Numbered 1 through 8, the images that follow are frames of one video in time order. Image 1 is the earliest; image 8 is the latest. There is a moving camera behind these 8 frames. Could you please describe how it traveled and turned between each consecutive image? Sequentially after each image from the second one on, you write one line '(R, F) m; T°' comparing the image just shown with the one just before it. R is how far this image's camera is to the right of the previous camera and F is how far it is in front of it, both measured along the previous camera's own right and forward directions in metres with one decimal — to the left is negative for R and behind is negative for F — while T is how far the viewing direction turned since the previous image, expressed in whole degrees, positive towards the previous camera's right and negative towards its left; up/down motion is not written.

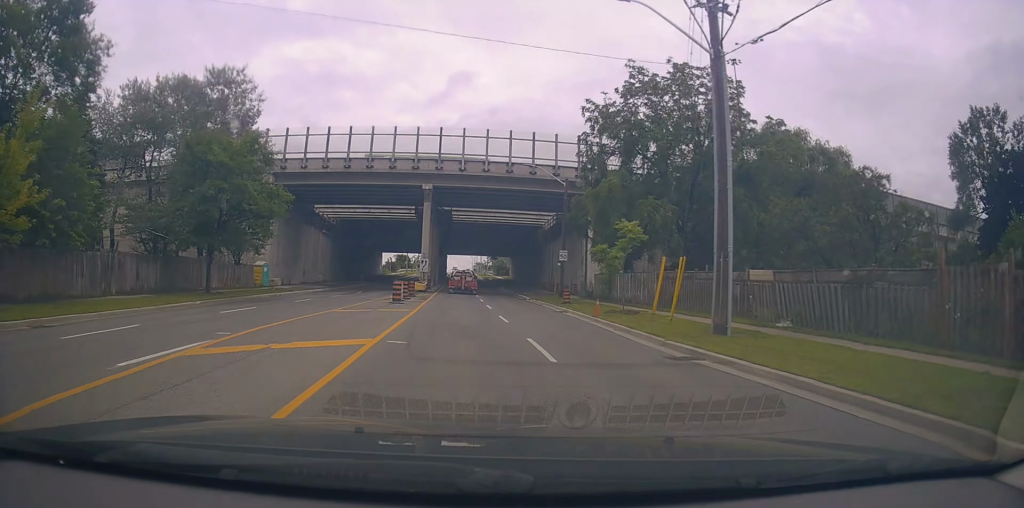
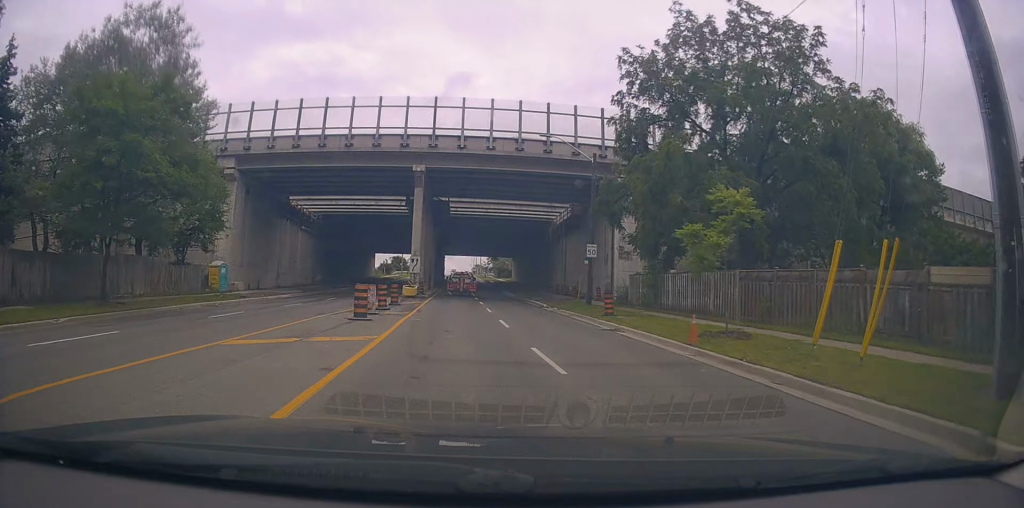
(-0.2, +9.5) m; 0°
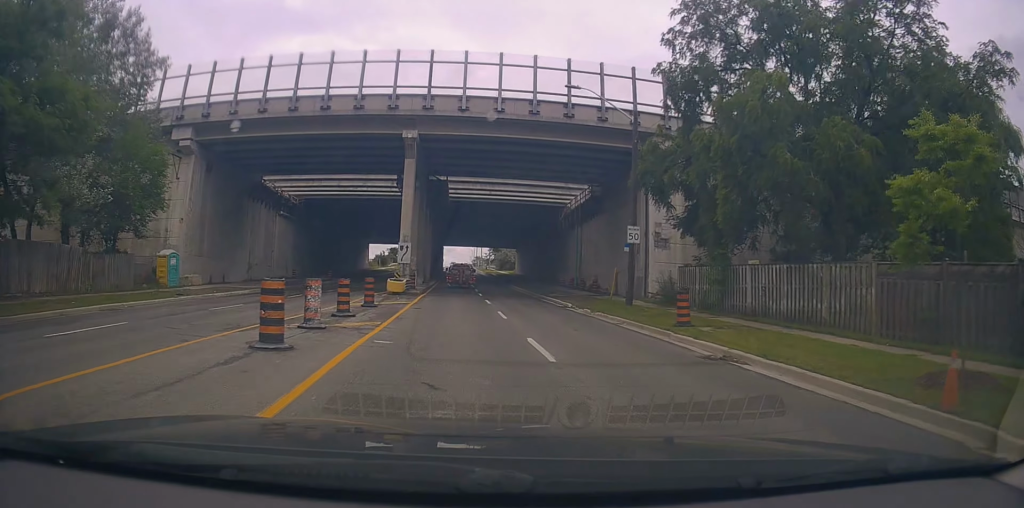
(+0.2, +8.1) m; +1°
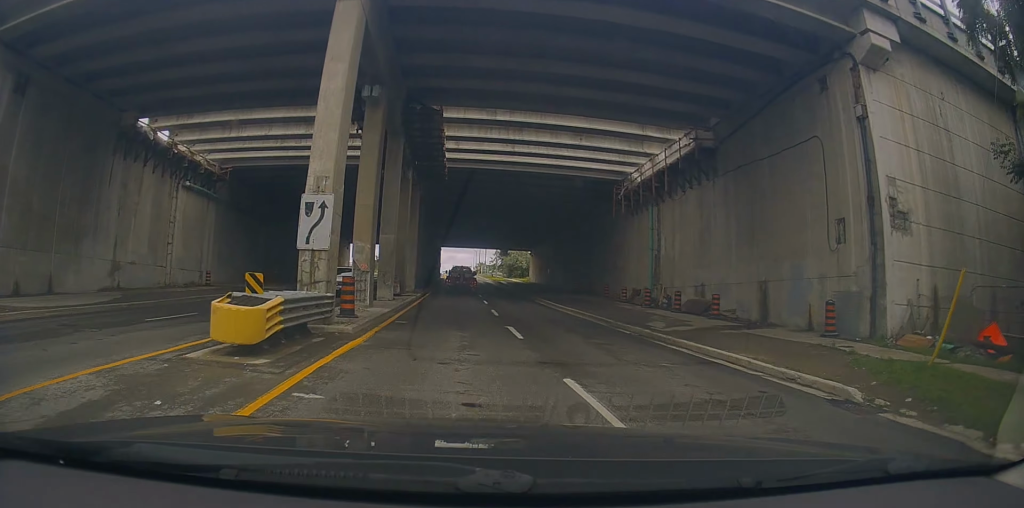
(+0.3, +21.7) m; 0°
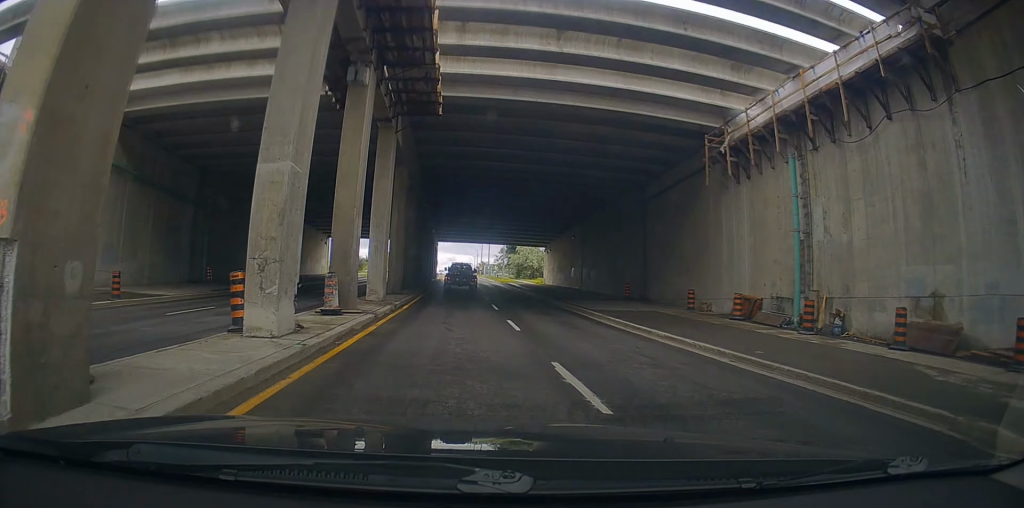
(-0.3, +15.9) m; -1°
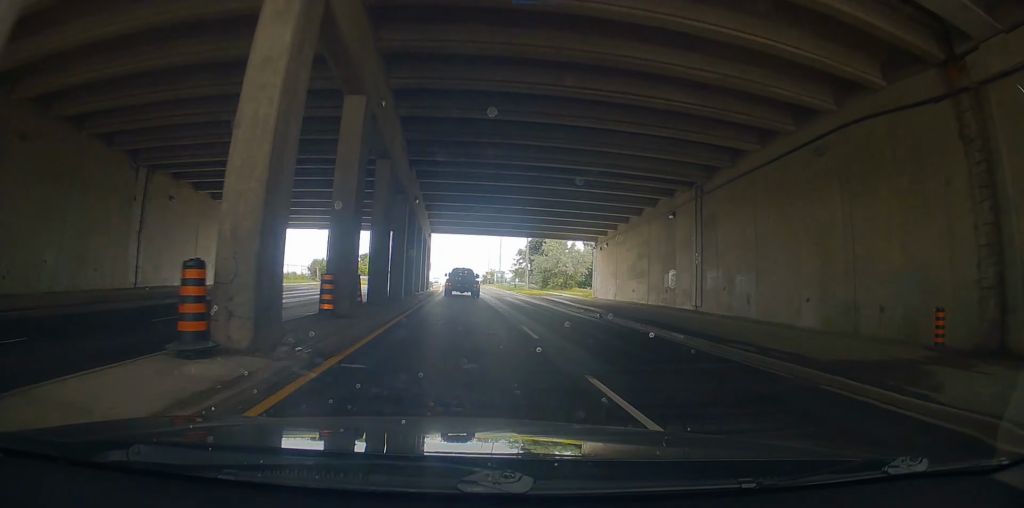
(+1.1, +28.5) m; +2°
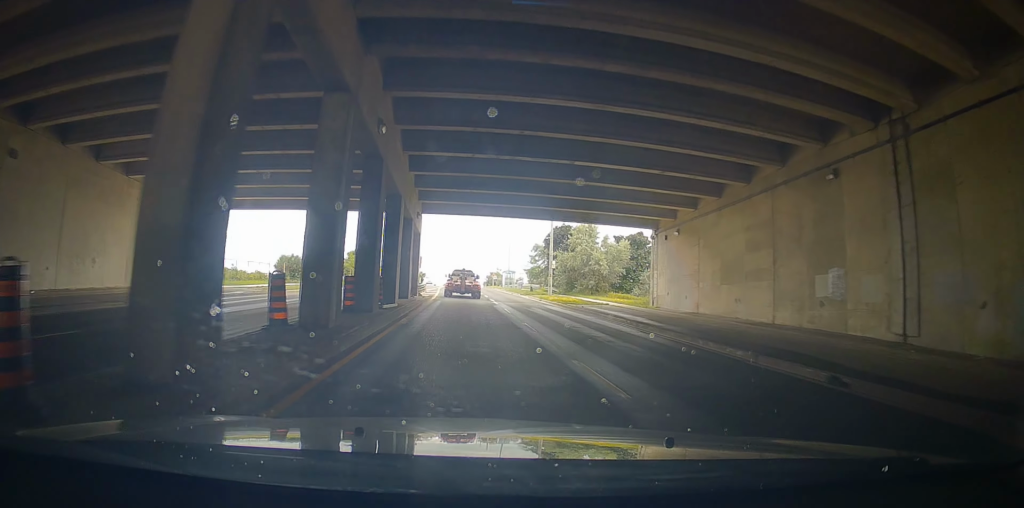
(-0.5, +17.4) m; -1°
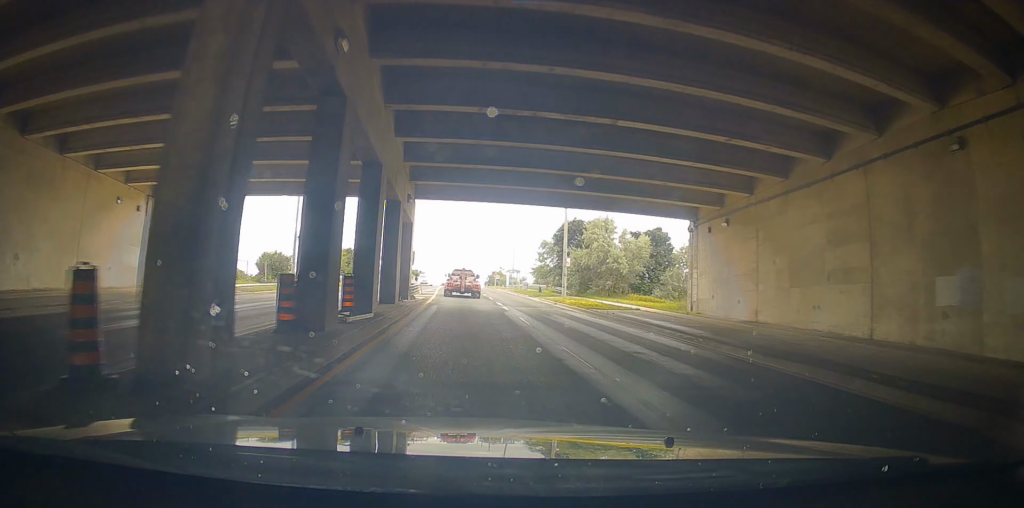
(0.0, +6.7) m; +1°
